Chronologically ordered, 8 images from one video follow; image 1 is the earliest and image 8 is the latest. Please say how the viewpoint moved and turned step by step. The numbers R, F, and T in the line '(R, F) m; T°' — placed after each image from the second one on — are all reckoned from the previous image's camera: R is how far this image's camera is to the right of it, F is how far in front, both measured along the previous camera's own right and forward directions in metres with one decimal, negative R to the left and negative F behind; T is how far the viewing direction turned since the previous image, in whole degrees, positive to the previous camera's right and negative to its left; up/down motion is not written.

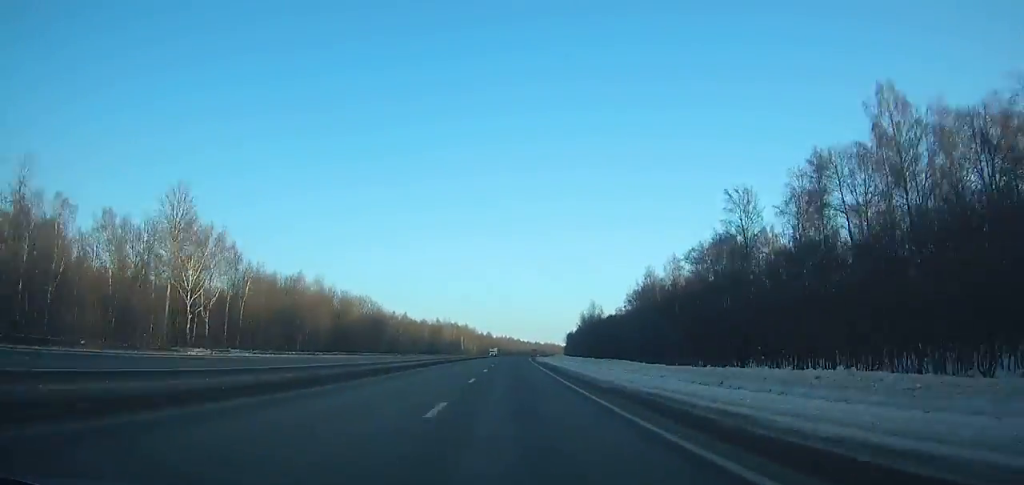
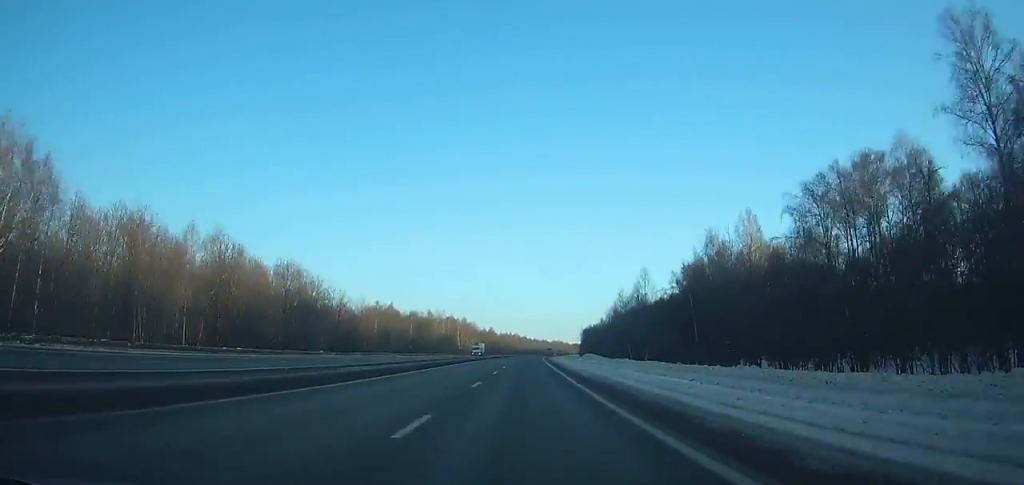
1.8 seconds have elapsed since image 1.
(+0.1, +49.3) m; +1°
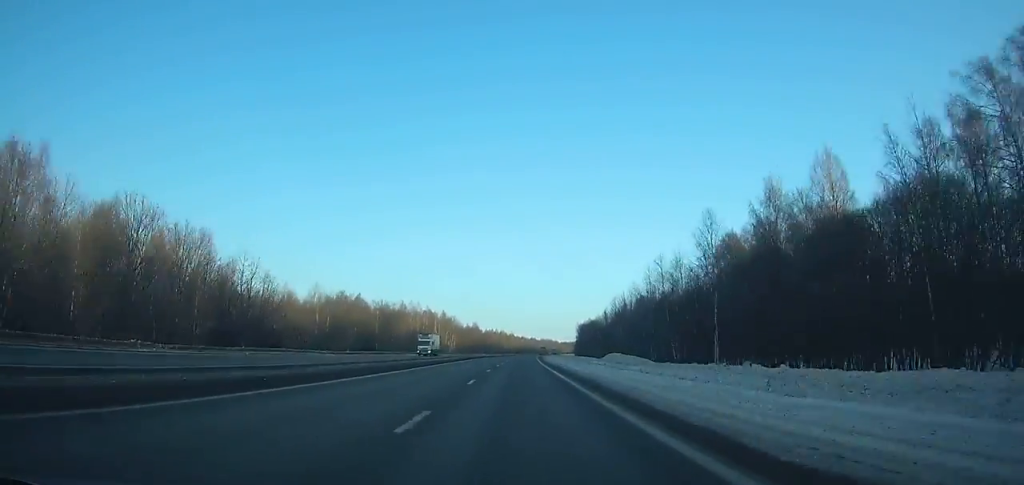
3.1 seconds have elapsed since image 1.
(0.0, +35.3) m; 0°
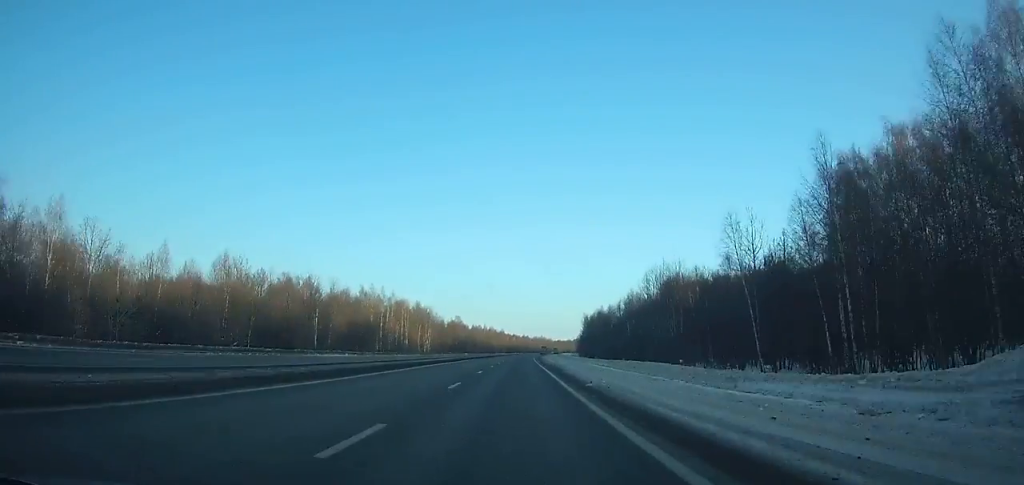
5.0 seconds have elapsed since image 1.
(+0.6, +50.5) m; +1°
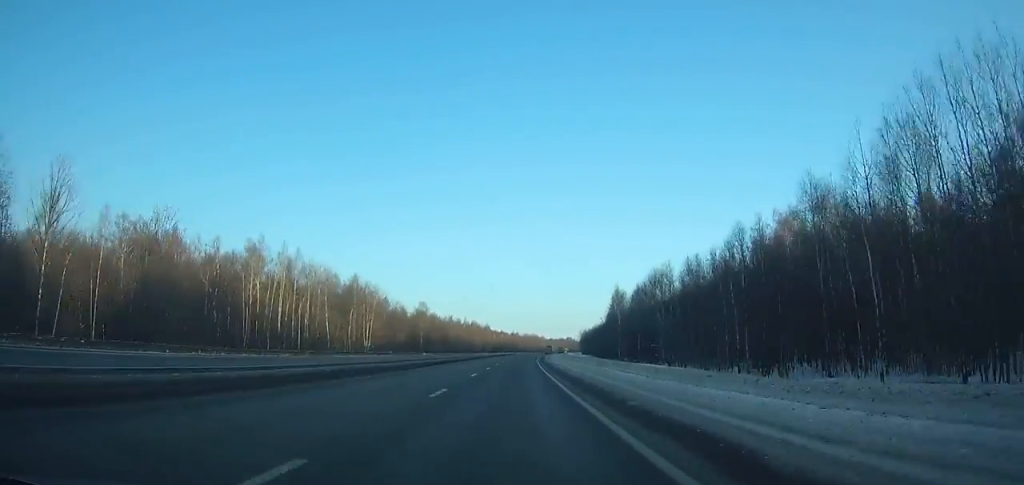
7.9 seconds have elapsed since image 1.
(+0.7, +76.5) m; +1°
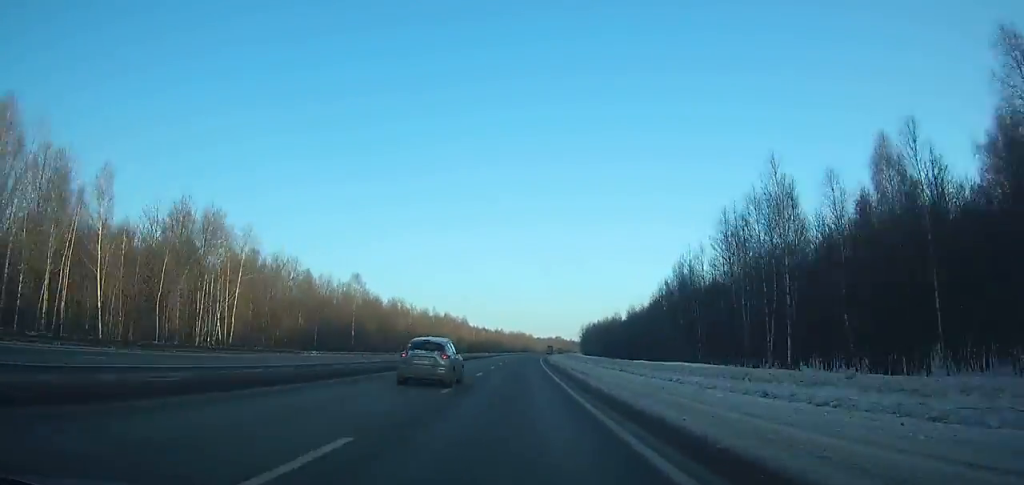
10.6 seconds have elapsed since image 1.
(+0.7, +71.4) m; +1°
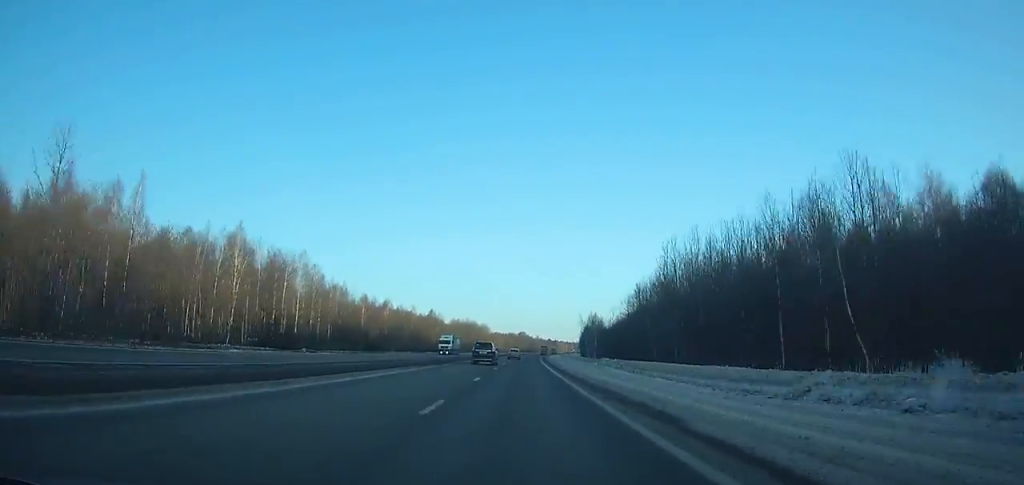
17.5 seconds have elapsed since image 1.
(+6.0, +185.9) m; +4°
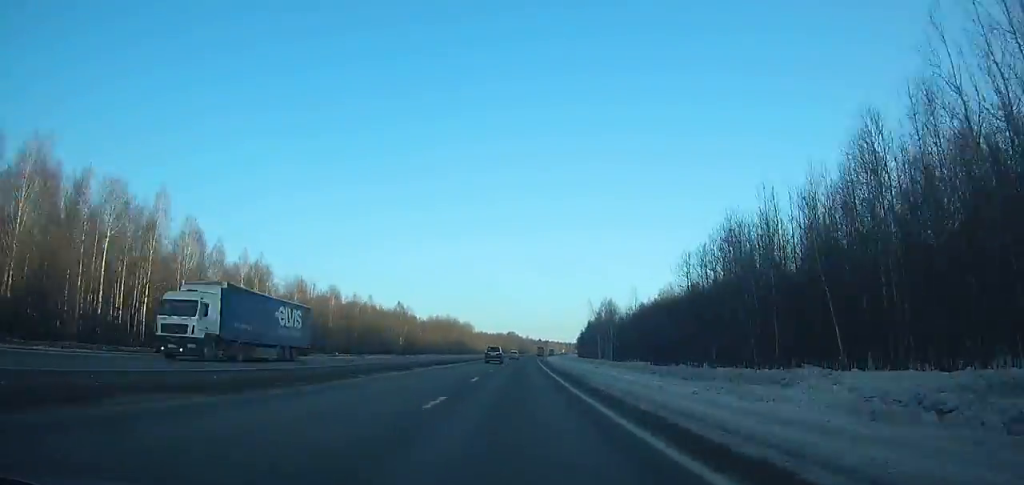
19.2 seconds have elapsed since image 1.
(+0.6, +46.6) m; +1°
